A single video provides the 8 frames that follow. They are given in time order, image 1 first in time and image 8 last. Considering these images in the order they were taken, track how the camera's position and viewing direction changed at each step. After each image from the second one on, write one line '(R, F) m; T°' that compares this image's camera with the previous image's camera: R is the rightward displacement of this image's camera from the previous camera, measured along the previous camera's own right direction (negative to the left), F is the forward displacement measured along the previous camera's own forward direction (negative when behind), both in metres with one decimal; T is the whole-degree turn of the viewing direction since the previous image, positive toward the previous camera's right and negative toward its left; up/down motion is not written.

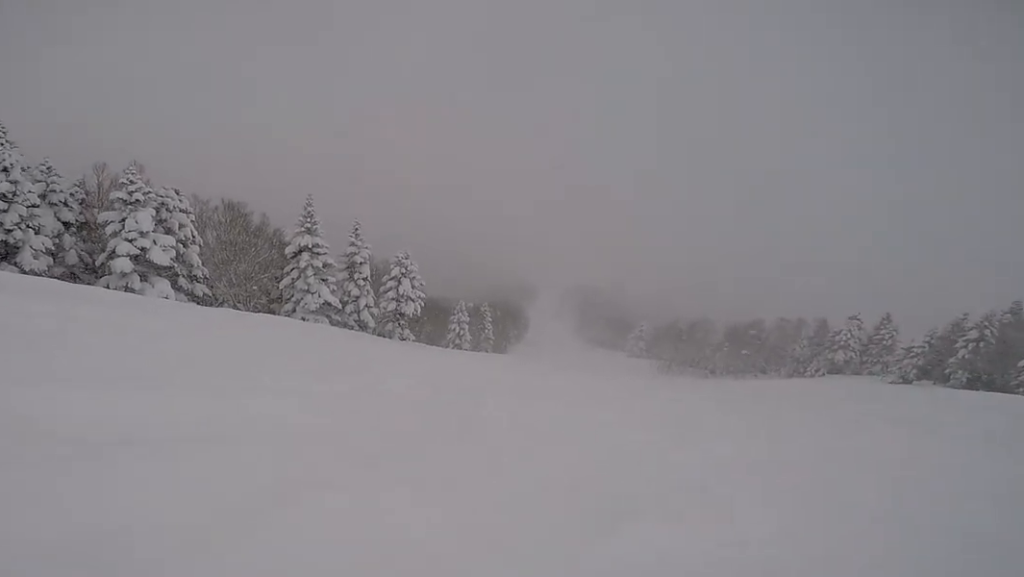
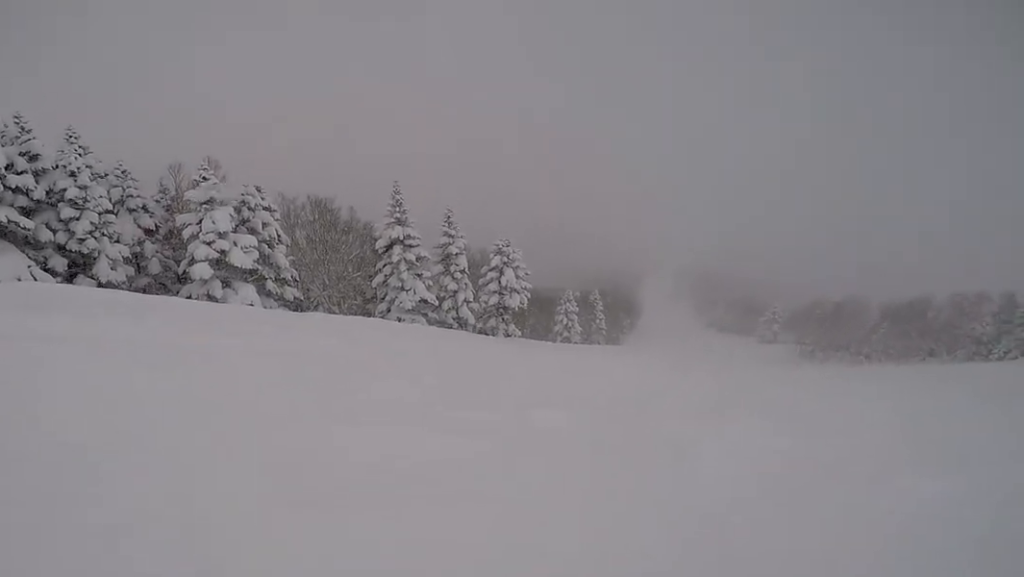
(-0.1, +3.7) m; +1°
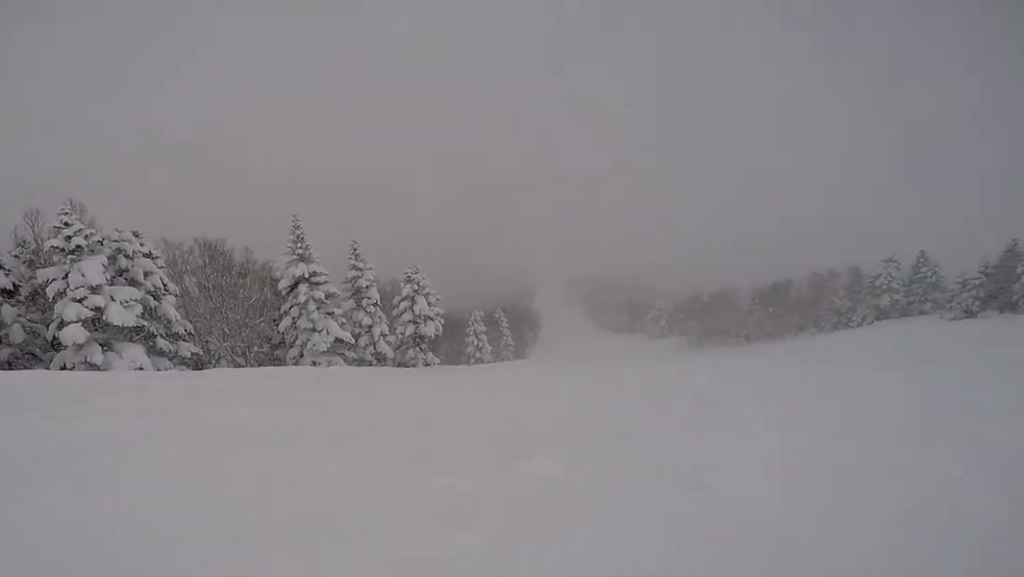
(0.0, +2.0) m; +1°
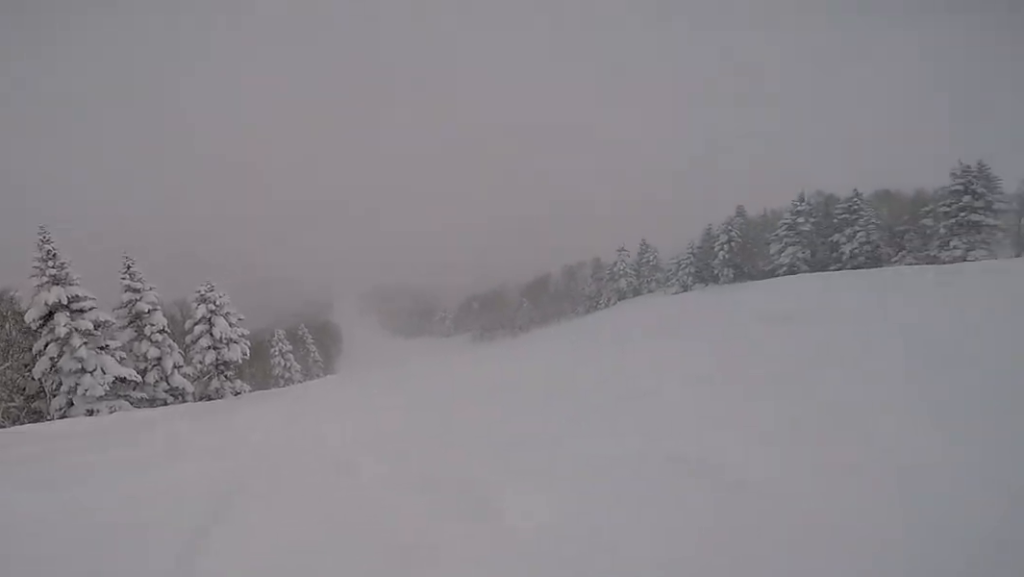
(+0.1, +2.8) m; +21°
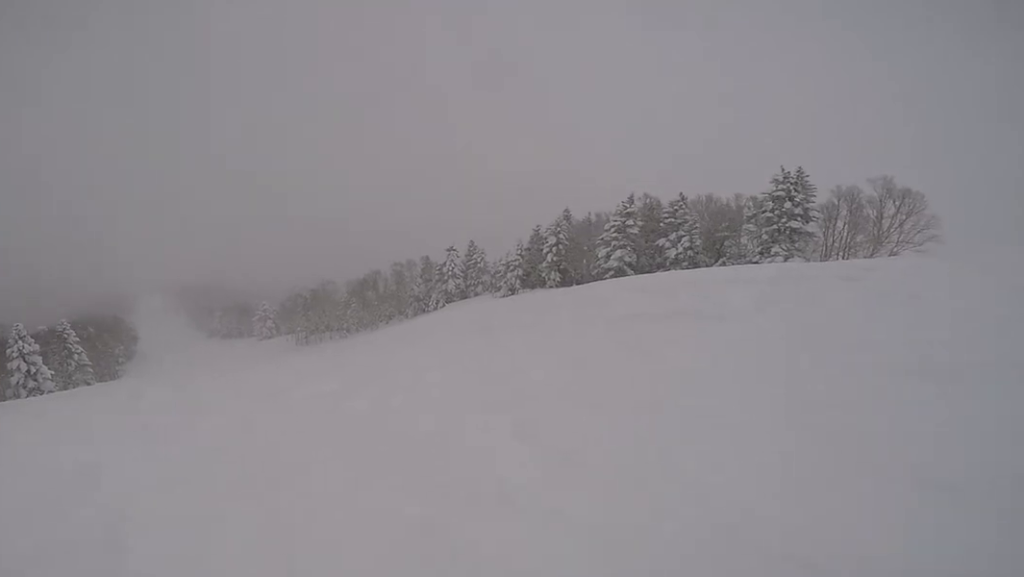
(+5.9, +6.4) m; +41°
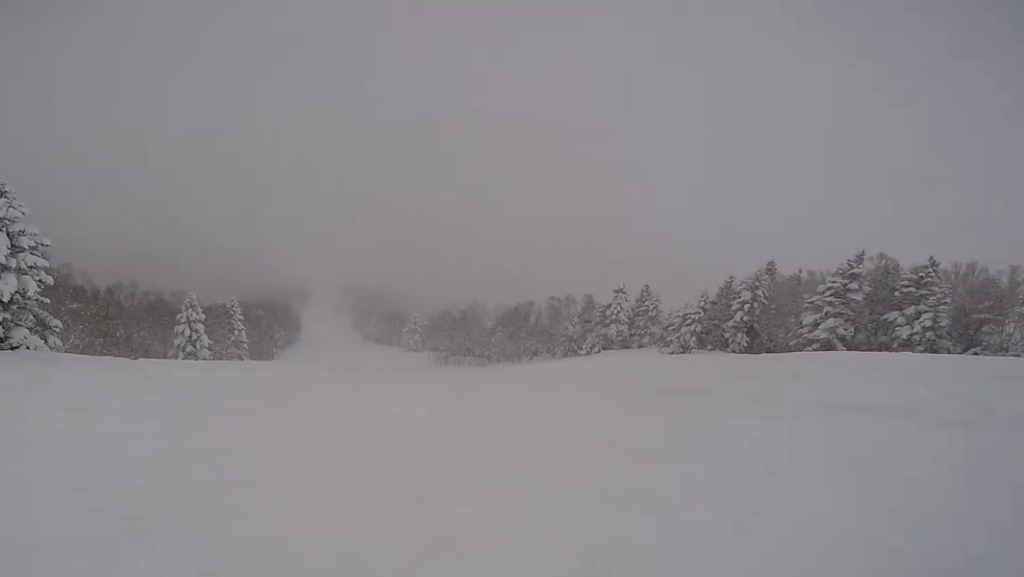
(-0.8, +2.6) m; -29°
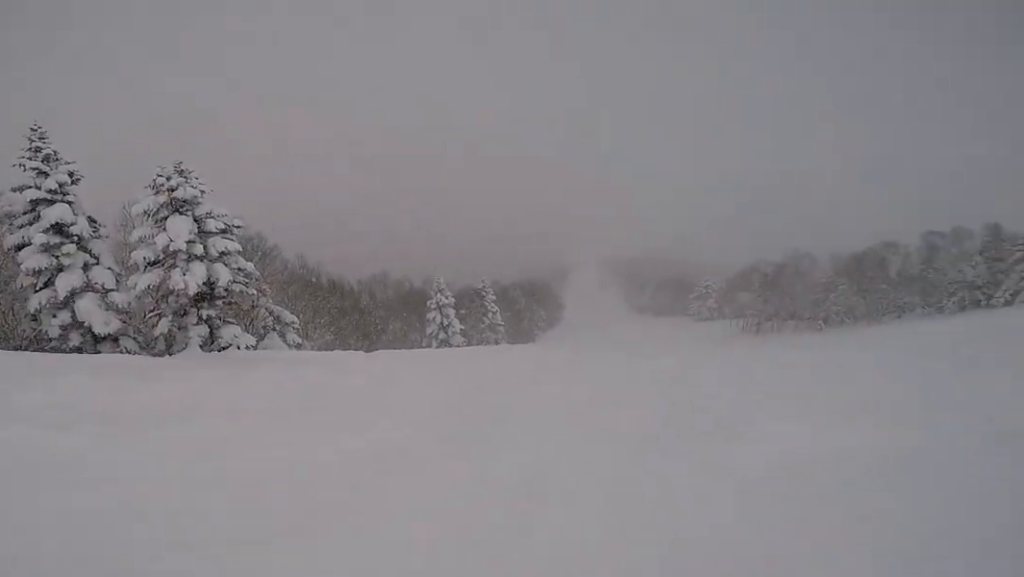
(-5.1, +5.7) m; -34°
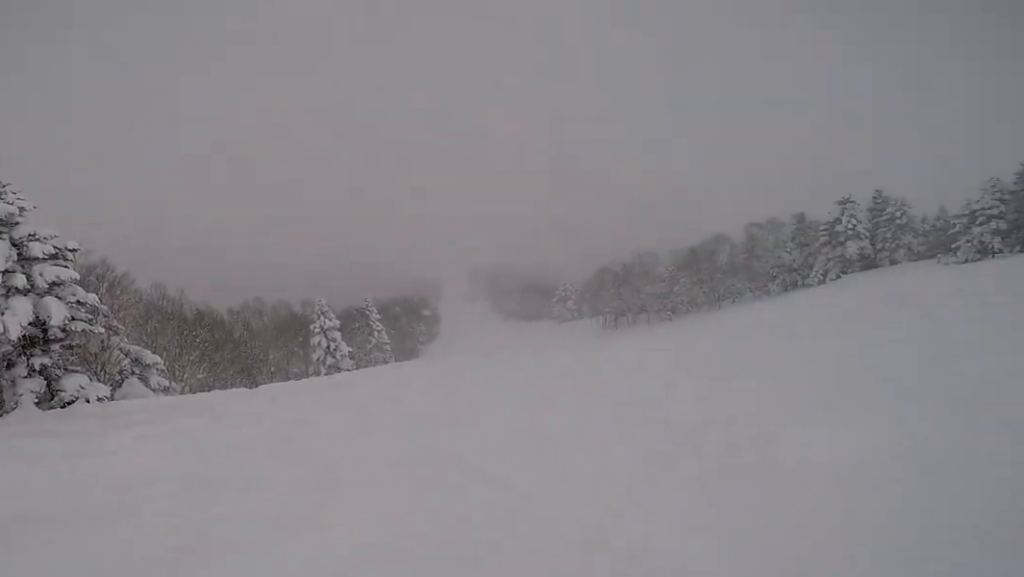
(0.0, +2.5) m; +20°
